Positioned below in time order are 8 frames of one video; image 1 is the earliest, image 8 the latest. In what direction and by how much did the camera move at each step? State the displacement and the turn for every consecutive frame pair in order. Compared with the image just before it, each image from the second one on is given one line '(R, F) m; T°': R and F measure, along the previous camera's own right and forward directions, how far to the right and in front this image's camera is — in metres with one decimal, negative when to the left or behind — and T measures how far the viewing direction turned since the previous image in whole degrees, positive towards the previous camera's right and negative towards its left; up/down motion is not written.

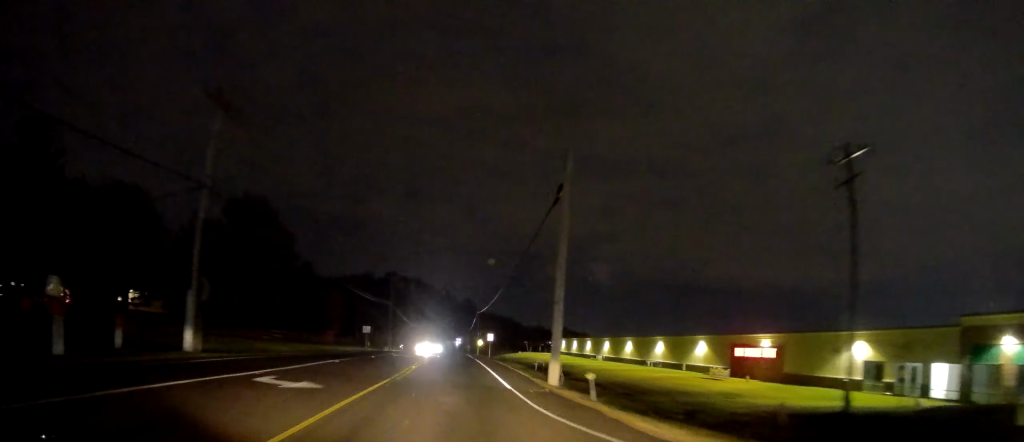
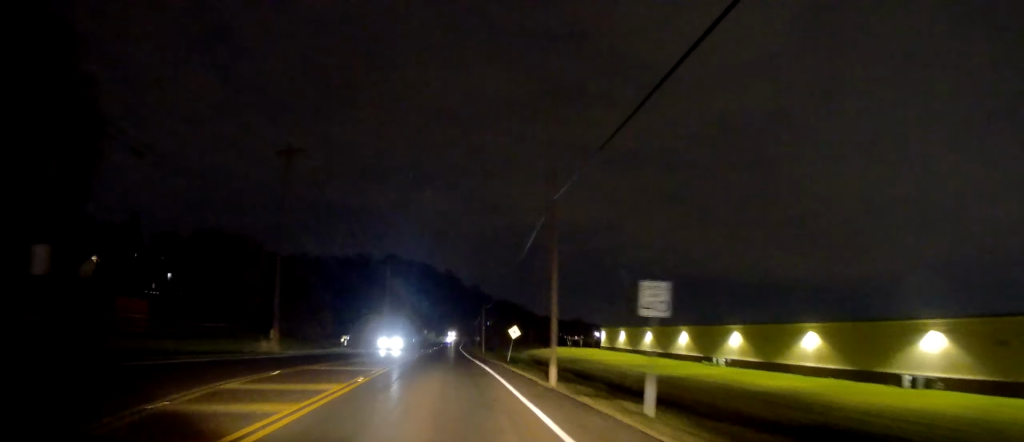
(+1.0, +58.1) m; +1°
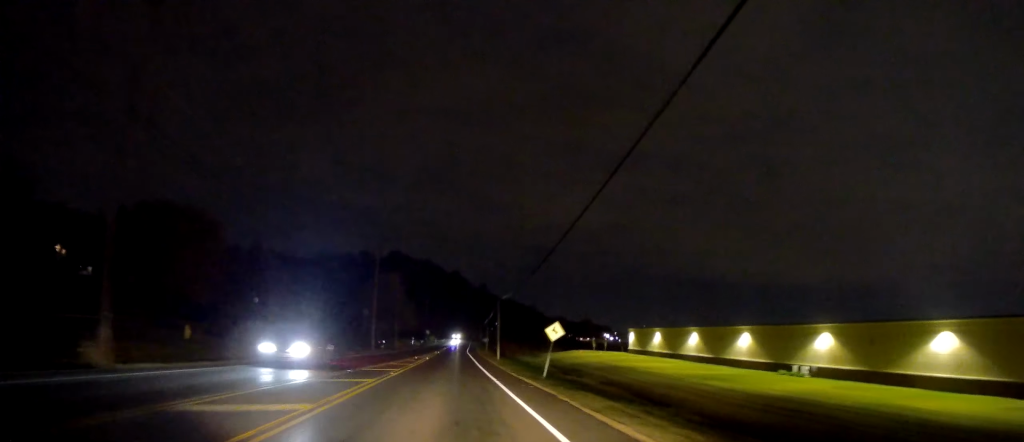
(-0.3, +17.5) m; -1°
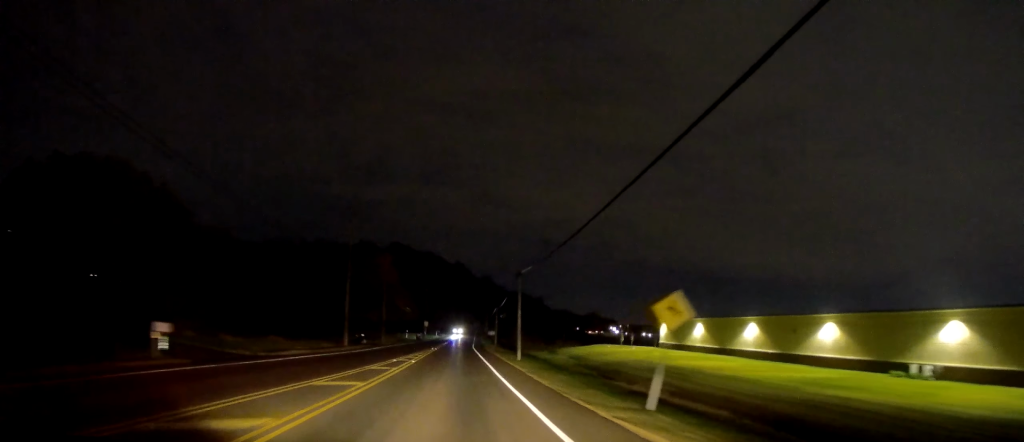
(-0.4, +17.0) m; 0°
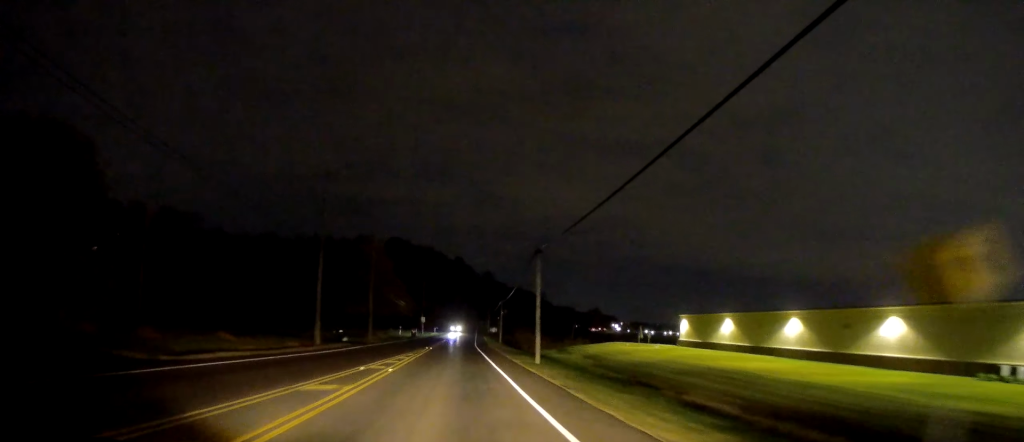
(+0.2, +9.6) m; +1°
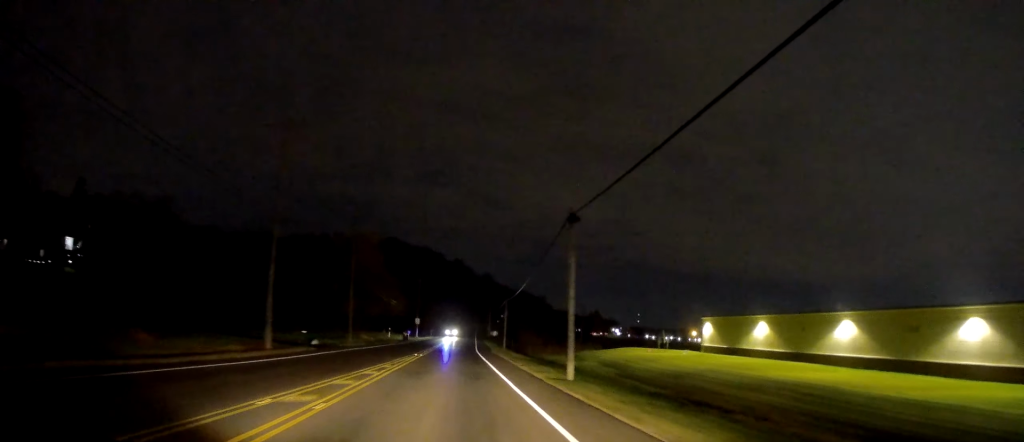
(+0.1, +10.4) m; 0°
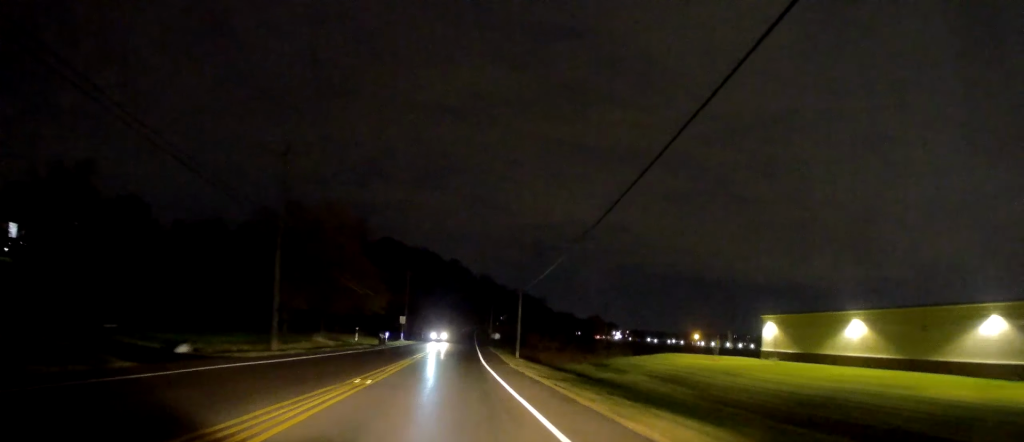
(0.0, +18.8) m; -1°
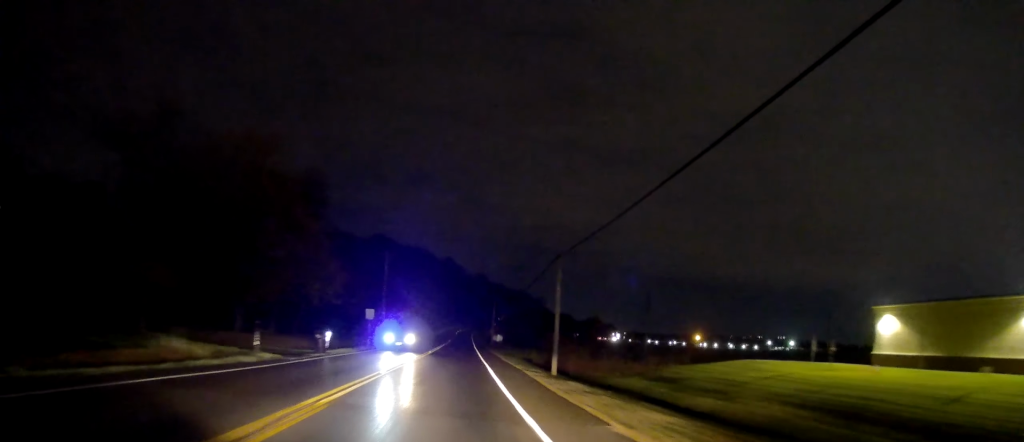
(-0.4, +21.5) m; 0°
